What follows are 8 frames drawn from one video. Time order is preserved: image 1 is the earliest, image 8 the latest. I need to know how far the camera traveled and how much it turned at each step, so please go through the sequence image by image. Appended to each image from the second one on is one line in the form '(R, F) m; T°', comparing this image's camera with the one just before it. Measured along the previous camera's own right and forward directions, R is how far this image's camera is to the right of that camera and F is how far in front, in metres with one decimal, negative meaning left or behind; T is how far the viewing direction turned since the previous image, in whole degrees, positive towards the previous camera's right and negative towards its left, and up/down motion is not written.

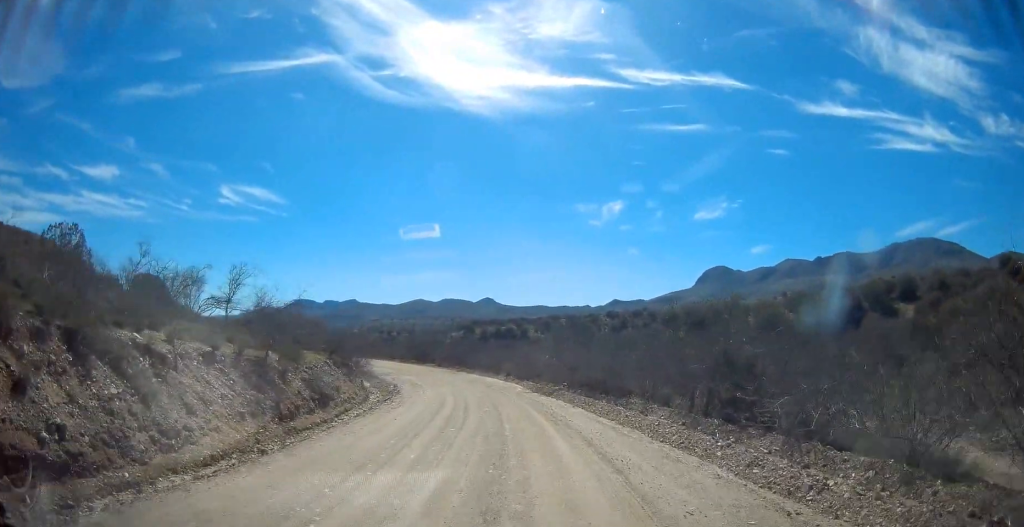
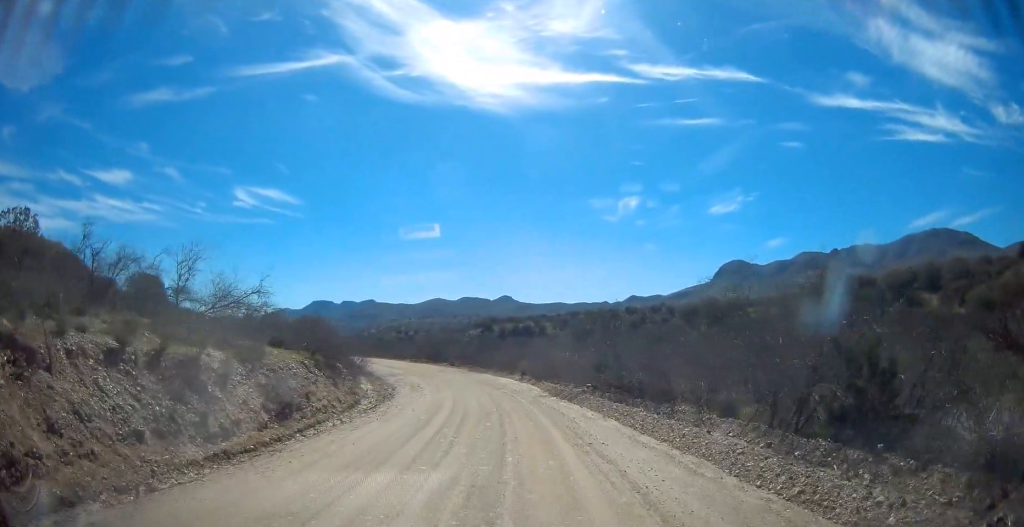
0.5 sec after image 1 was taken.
(0.0, +4.0) m; 0°
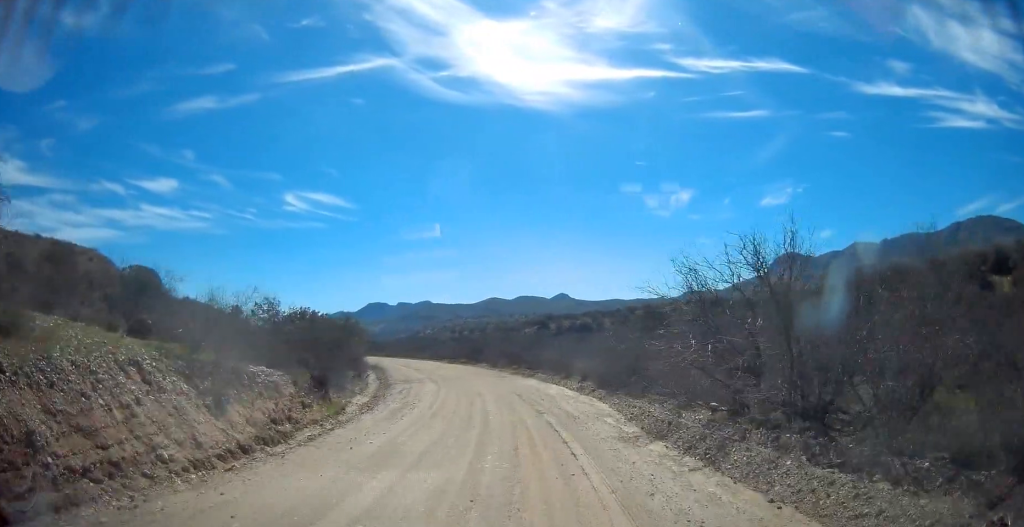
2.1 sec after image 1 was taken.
(-0.6, +11.8) m; -9°
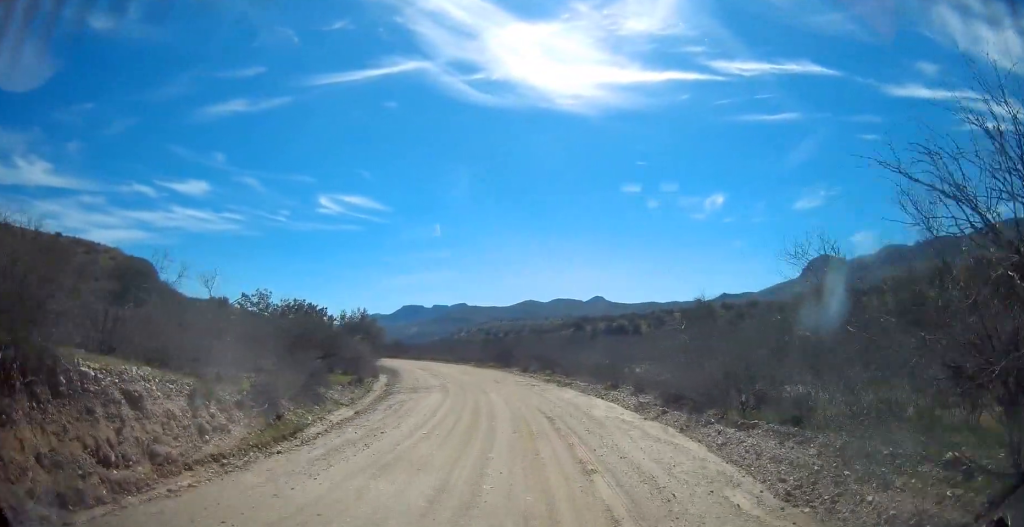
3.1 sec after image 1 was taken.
(-0.5, +7.0) m; -4°
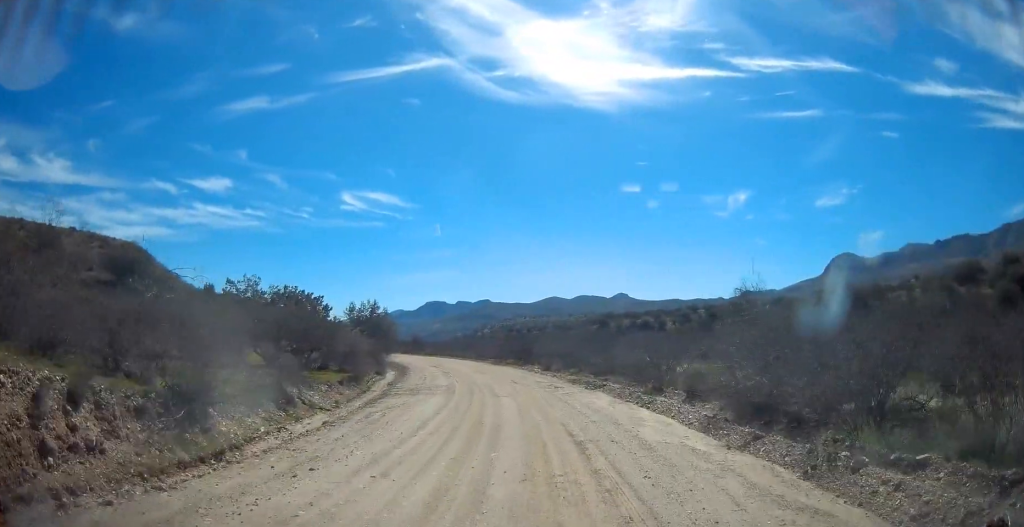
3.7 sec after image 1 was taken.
(+0.1, +4.6) m; 0°
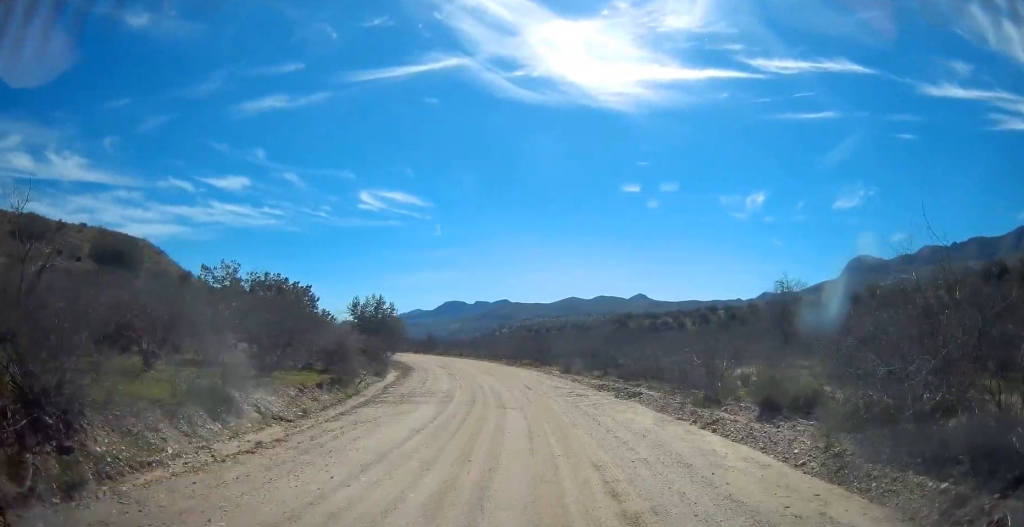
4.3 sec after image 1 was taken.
(0.0, +4.4) m; 0°
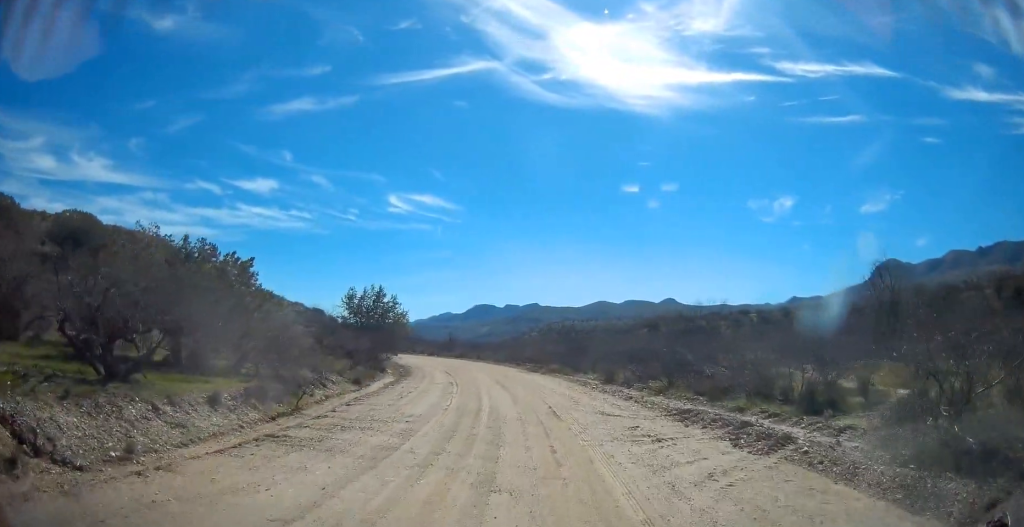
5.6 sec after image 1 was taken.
(-0.1, +9.1) m; -4°
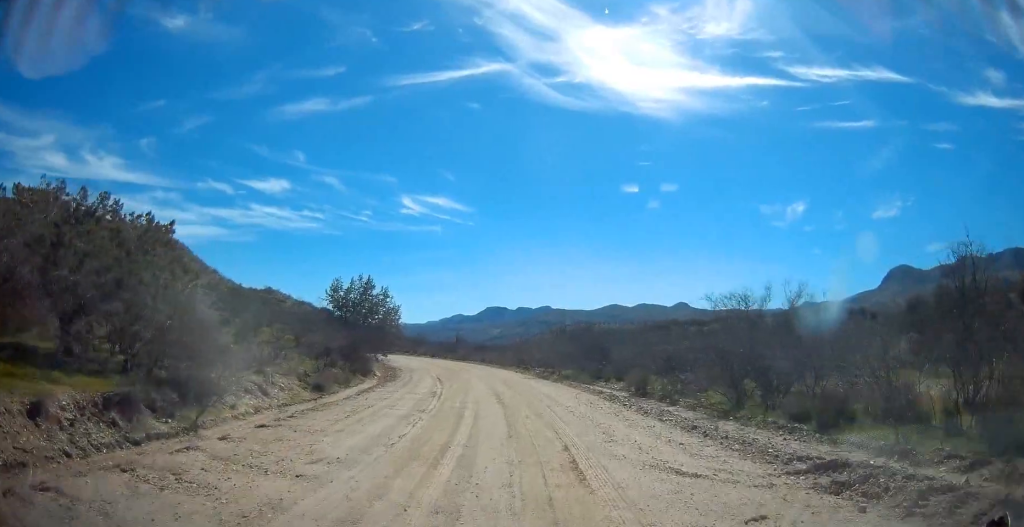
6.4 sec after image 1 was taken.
(-0.3, +6.2) m; -1°
